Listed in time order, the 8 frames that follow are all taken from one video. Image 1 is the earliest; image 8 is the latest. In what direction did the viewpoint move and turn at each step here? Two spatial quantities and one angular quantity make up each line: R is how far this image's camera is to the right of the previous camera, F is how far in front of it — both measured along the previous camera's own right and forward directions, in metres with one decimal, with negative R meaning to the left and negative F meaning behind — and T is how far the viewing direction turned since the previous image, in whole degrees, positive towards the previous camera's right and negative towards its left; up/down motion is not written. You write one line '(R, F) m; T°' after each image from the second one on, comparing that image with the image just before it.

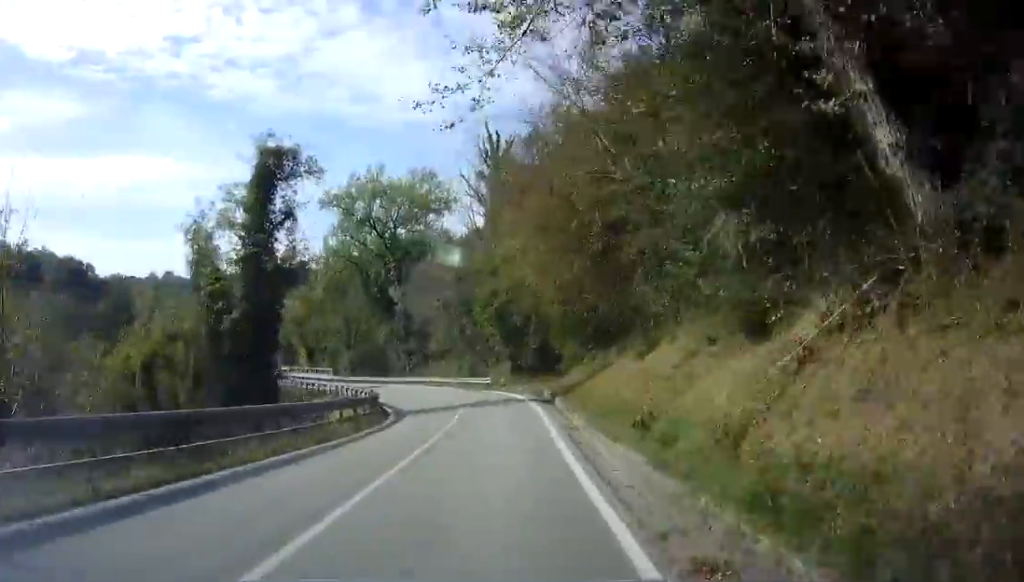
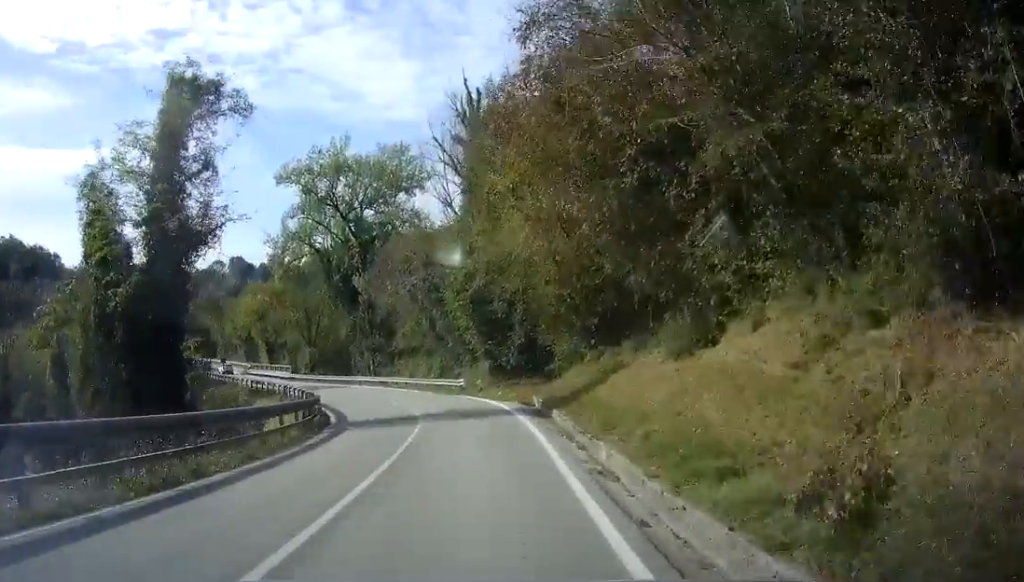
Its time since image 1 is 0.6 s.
(0.0, +7.0) m; +1°
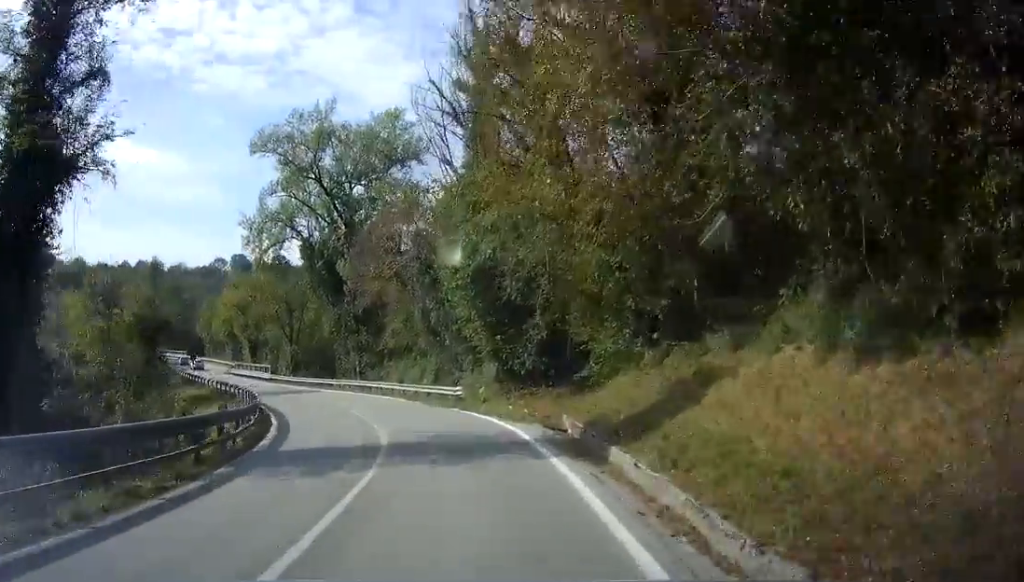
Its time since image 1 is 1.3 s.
(0.0, +7.5) m; +1°
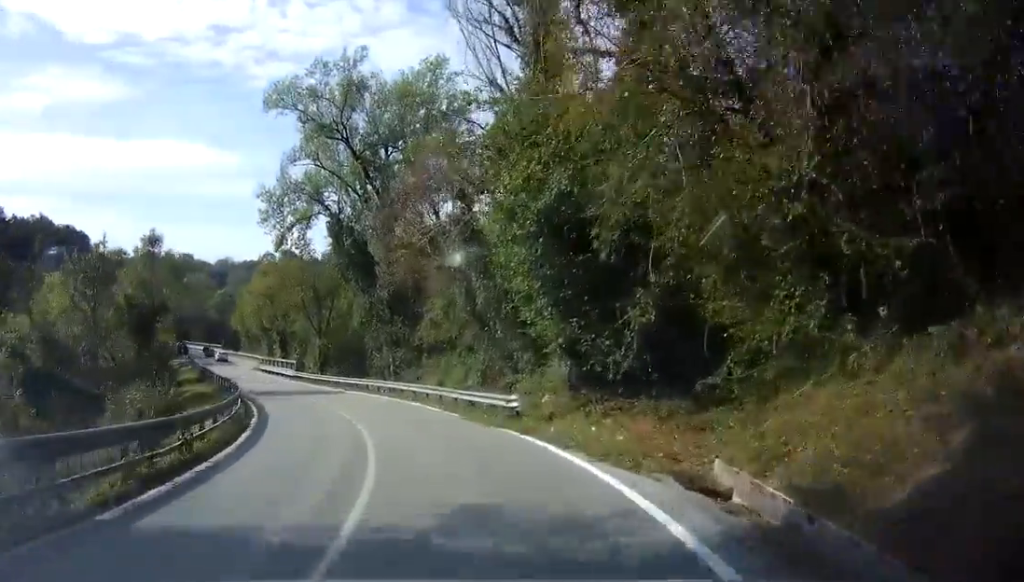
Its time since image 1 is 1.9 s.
(+0.4, +7.6) m; -3°
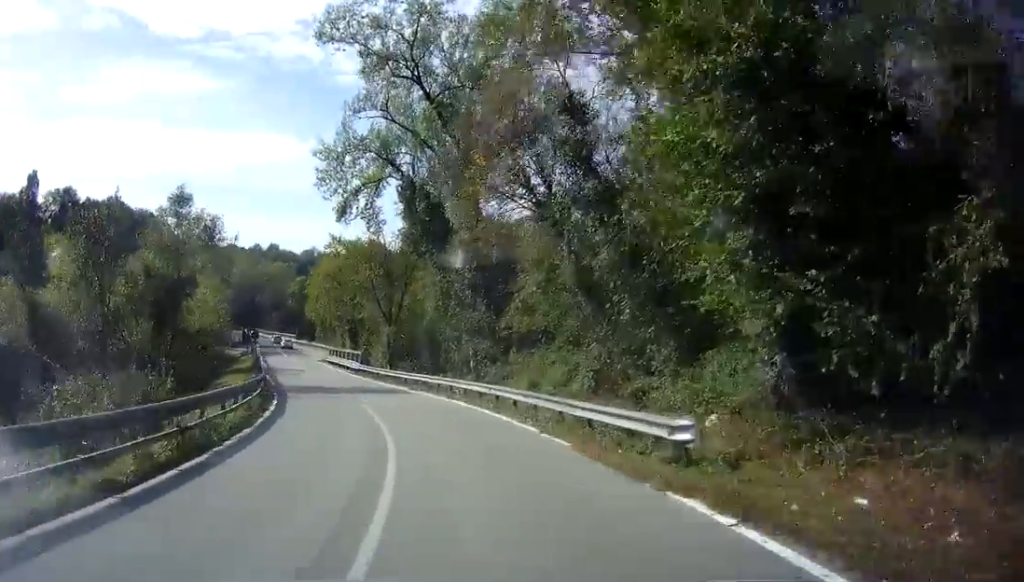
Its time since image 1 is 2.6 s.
(-0.3, +7.7) m; -6°
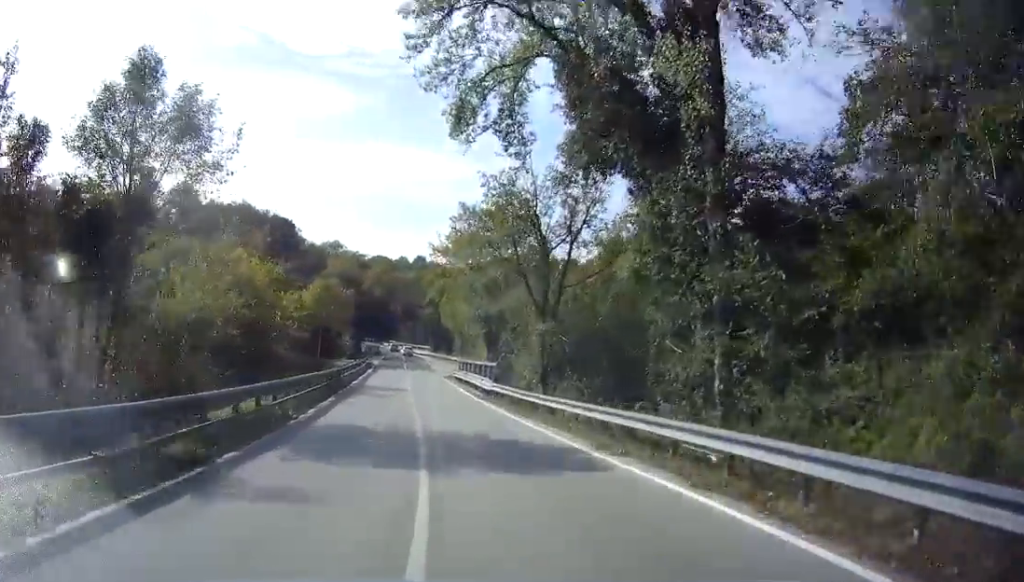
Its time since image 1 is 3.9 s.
(-2.8, +17.3) m; -13°
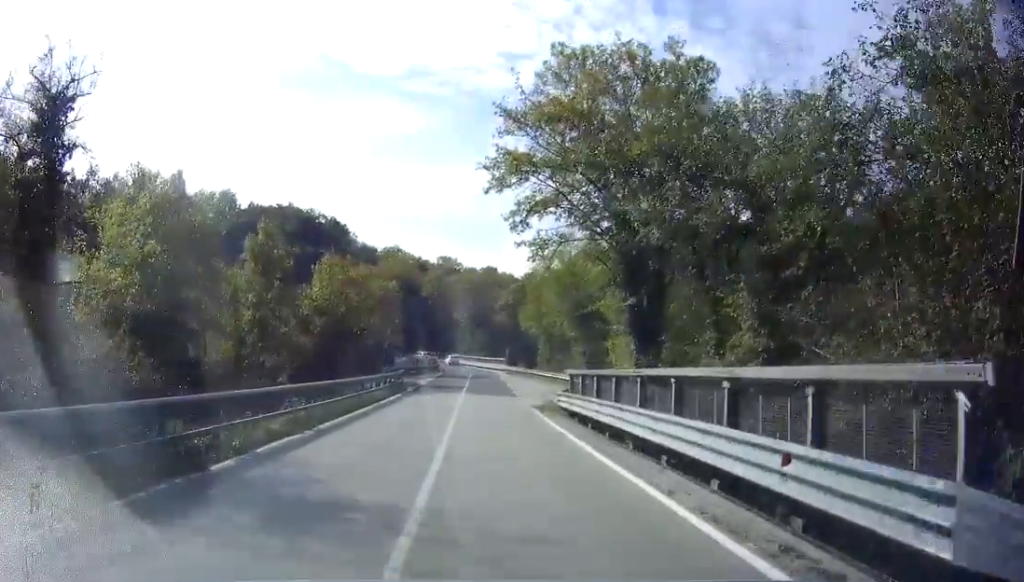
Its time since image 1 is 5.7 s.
(-1.2, +24.2) m; -5°
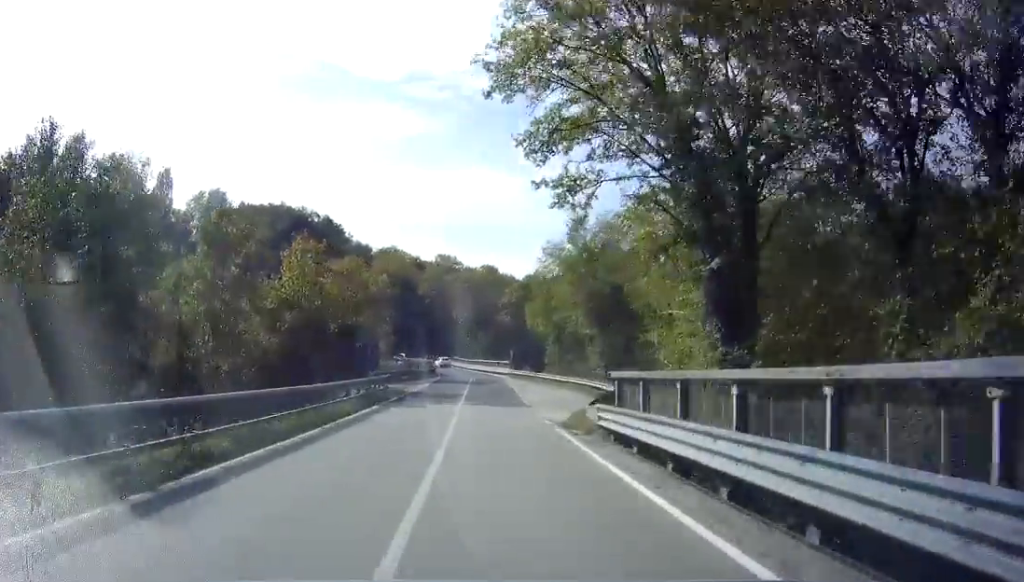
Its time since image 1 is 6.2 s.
(-0.1, +7.0) m; -1°
